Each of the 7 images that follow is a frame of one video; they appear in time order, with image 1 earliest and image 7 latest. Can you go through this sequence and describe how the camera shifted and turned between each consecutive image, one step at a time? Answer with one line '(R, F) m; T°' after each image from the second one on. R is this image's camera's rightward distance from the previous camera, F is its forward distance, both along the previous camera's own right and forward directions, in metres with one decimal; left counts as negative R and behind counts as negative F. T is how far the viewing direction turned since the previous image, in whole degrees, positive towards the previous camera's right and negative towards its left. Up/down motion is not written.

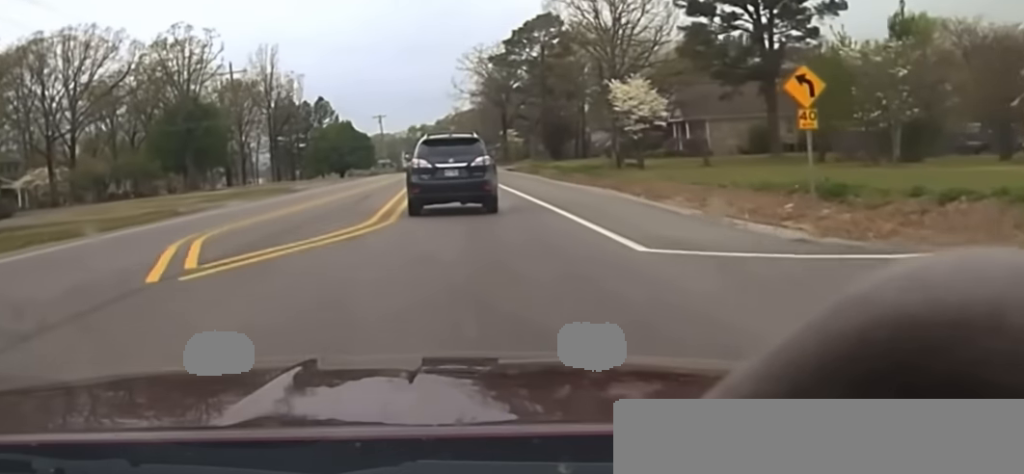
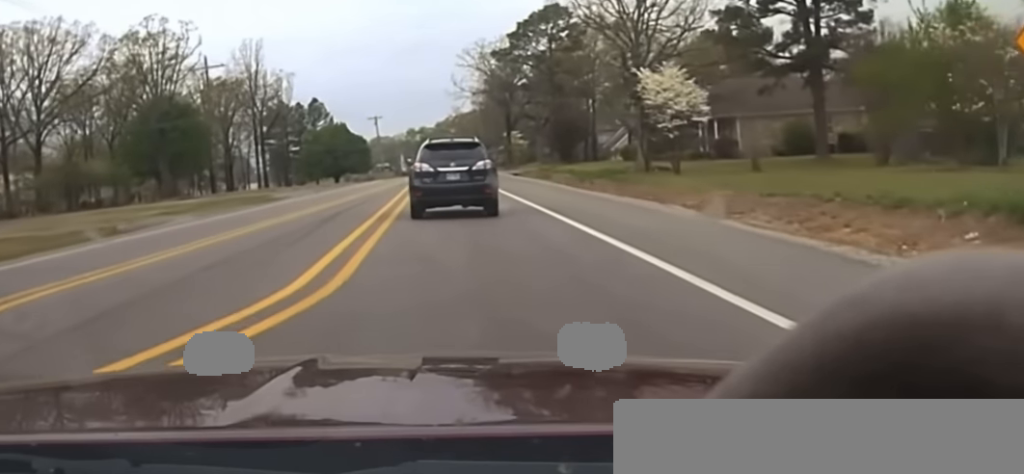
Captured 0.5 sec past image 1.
(0.0, +10.1) m; 0°
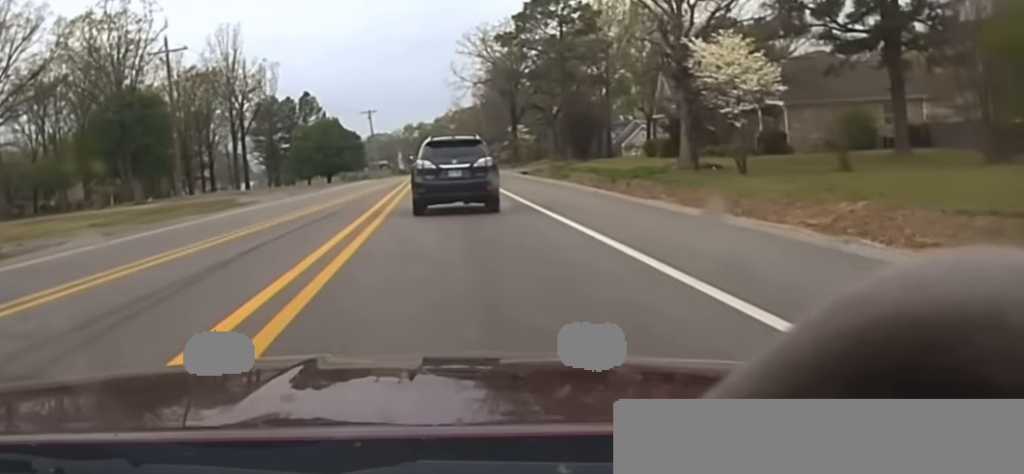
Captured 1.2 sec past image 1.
(0.0, +11.7) m; 0°
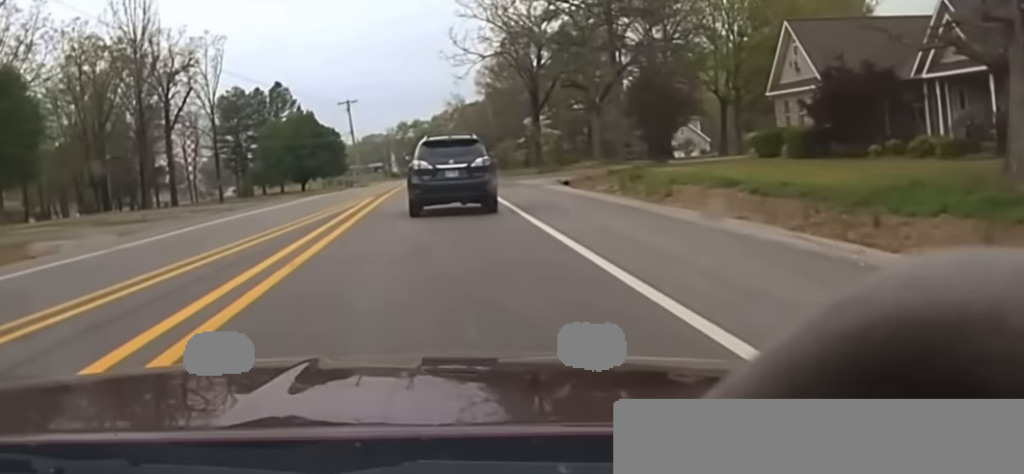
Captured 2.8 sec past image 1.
(+0.3, +28.0) m; +1°
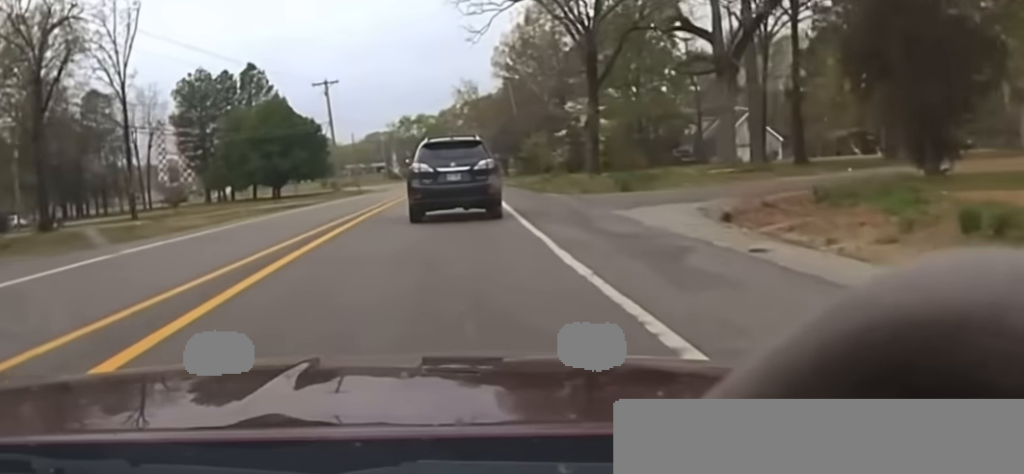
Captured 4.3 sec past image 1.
(-0.3, +27.2) m; 0°
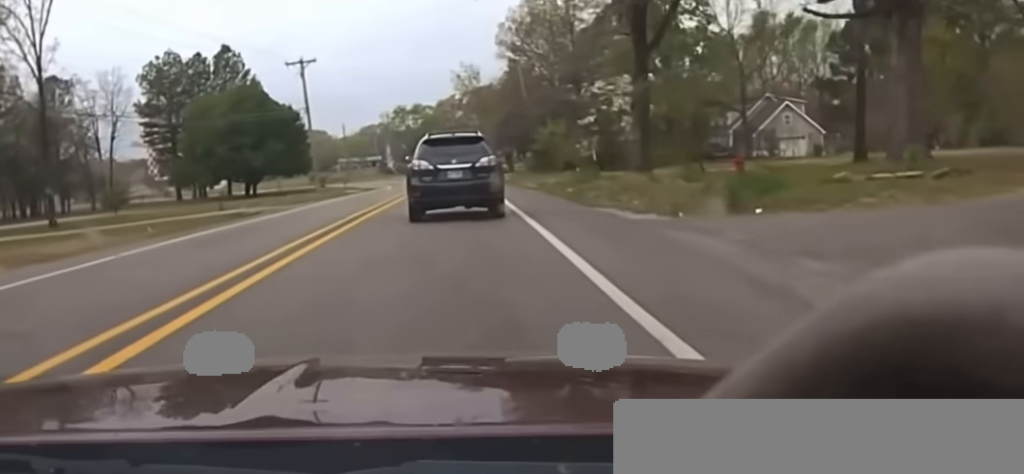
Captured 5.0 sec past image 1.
(0.0, +14.8) m; 0°
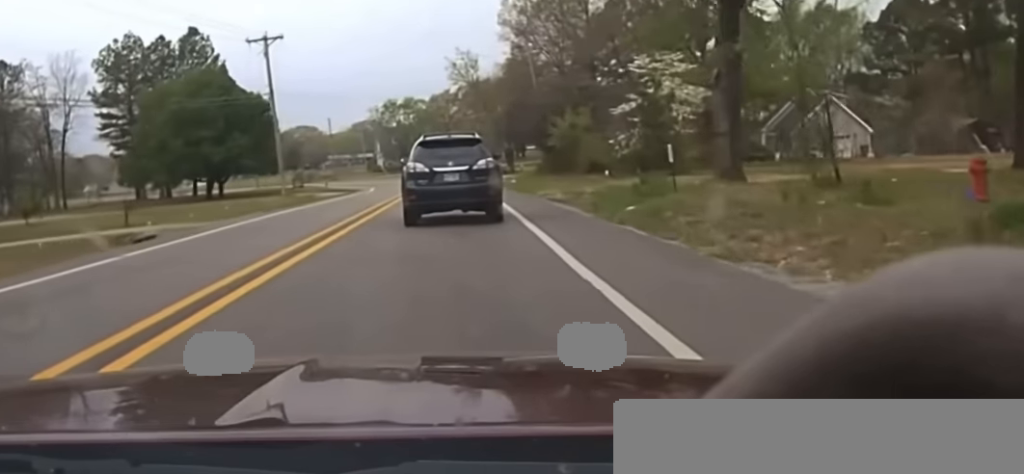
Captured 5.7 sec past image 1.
(+0.1, +15.1) m; 0°
